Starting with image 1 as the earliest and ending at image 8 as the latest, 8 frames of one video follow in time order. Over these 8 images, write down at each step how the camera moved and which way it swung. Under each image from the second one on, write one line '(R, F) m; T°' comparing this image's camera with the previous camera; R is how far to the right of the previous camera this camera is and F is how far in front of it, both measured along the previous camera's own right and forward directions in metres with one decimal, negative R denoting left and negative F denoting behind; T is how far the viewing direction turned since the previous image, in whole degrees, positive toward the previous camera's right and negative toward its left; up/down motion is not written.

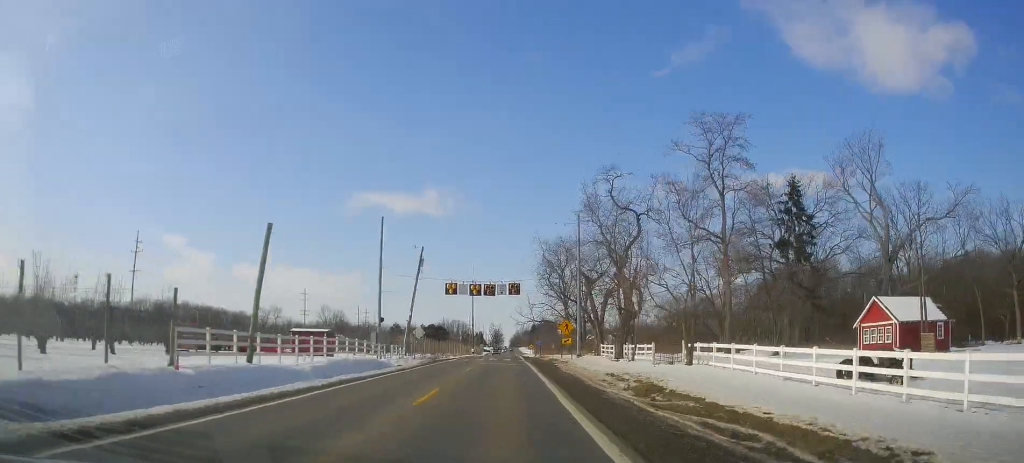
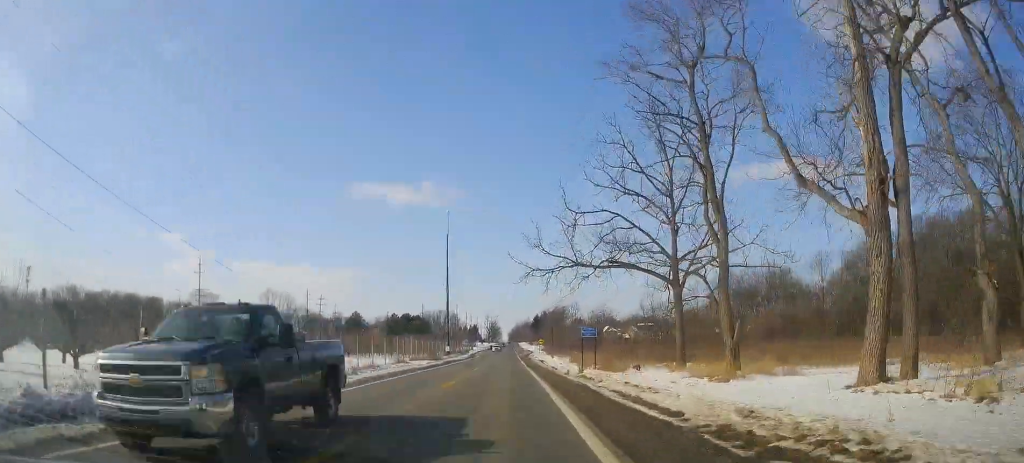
(-0.6, +66.3) m; +1°
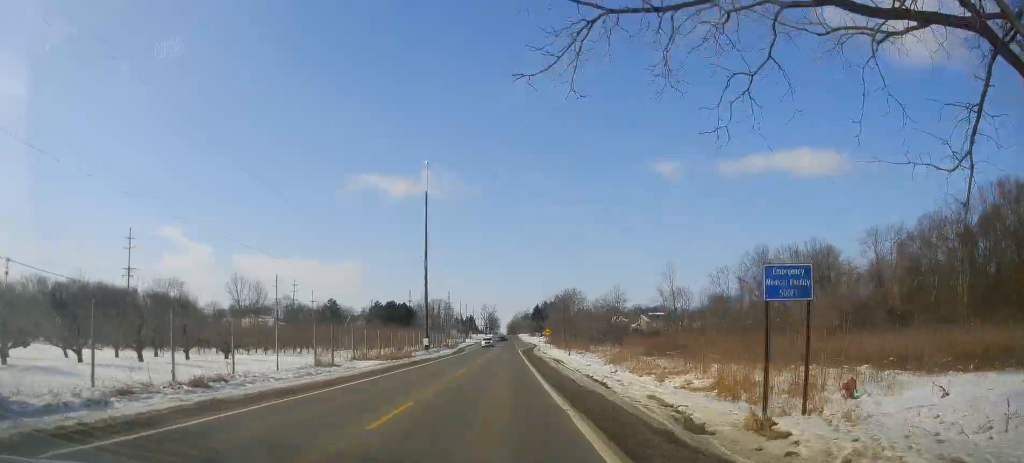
(+0.5, +25.0) m; +2°
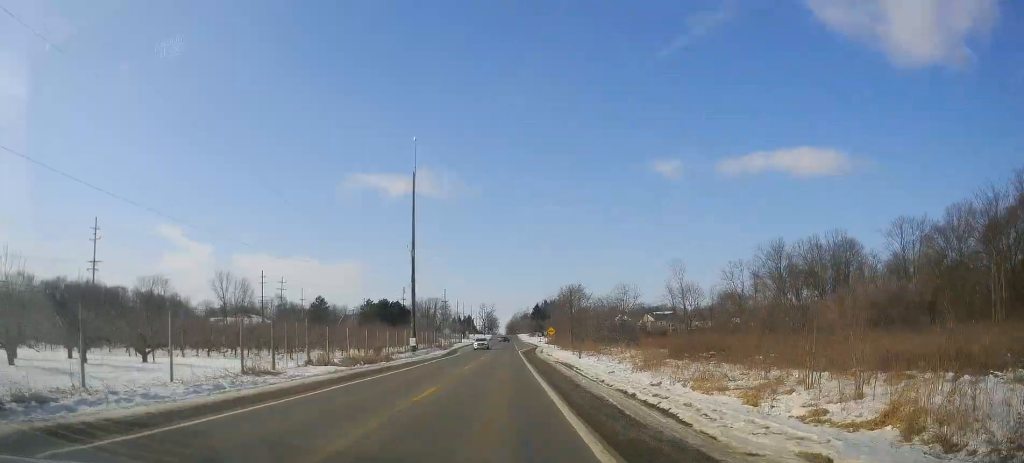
(0.0, +9.6) m; -1°
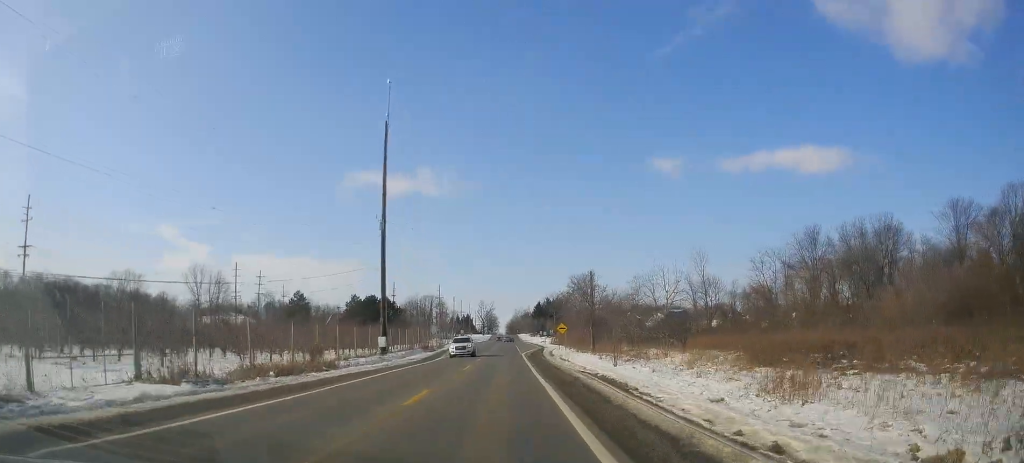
(-0.1, +16.6) m; -1°
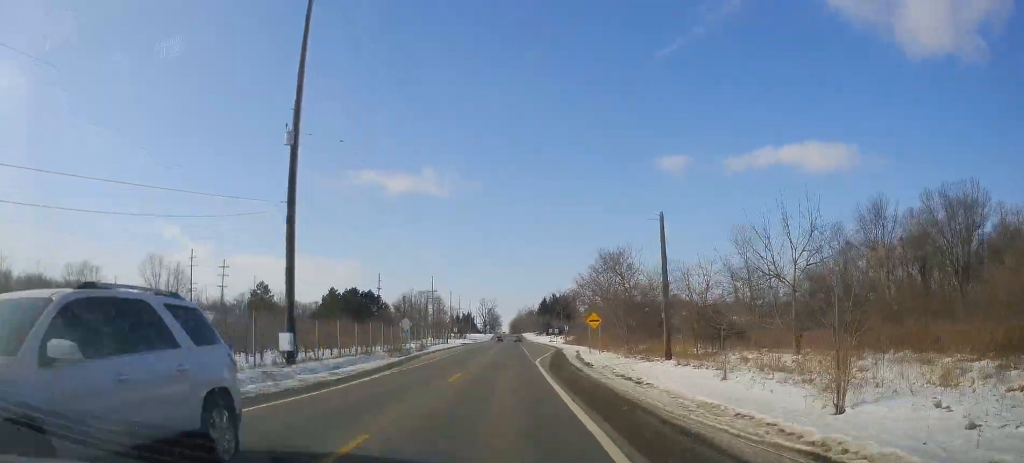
(-0.2, +23.8) m; 0°
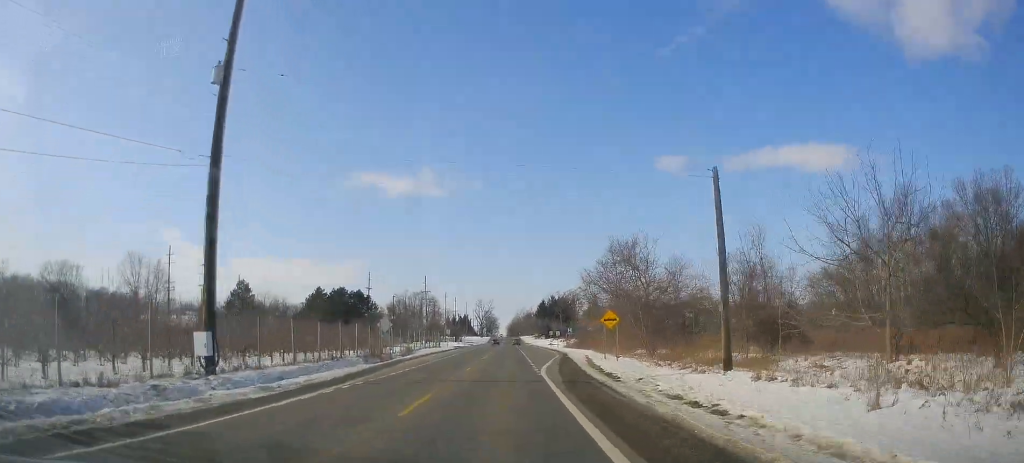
(+0.2, +8.4) m; 0°
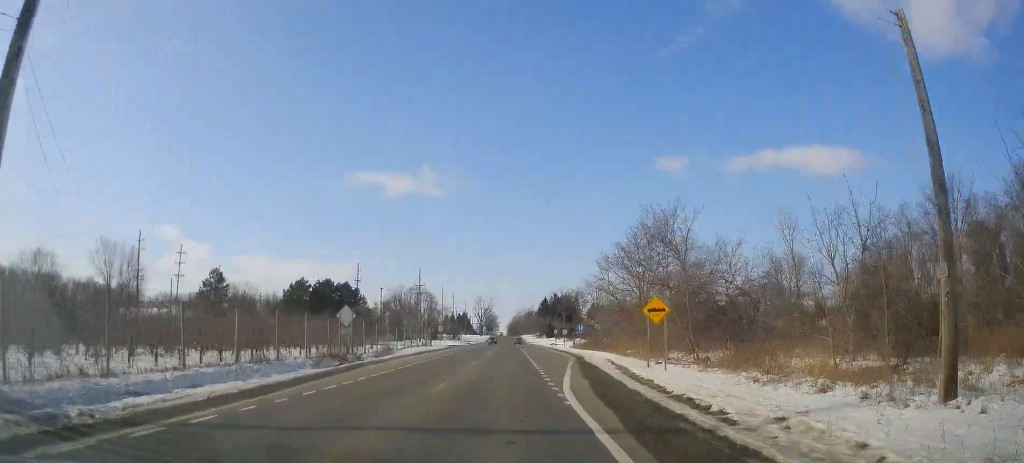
(0.0, +11.8) m; -1°
